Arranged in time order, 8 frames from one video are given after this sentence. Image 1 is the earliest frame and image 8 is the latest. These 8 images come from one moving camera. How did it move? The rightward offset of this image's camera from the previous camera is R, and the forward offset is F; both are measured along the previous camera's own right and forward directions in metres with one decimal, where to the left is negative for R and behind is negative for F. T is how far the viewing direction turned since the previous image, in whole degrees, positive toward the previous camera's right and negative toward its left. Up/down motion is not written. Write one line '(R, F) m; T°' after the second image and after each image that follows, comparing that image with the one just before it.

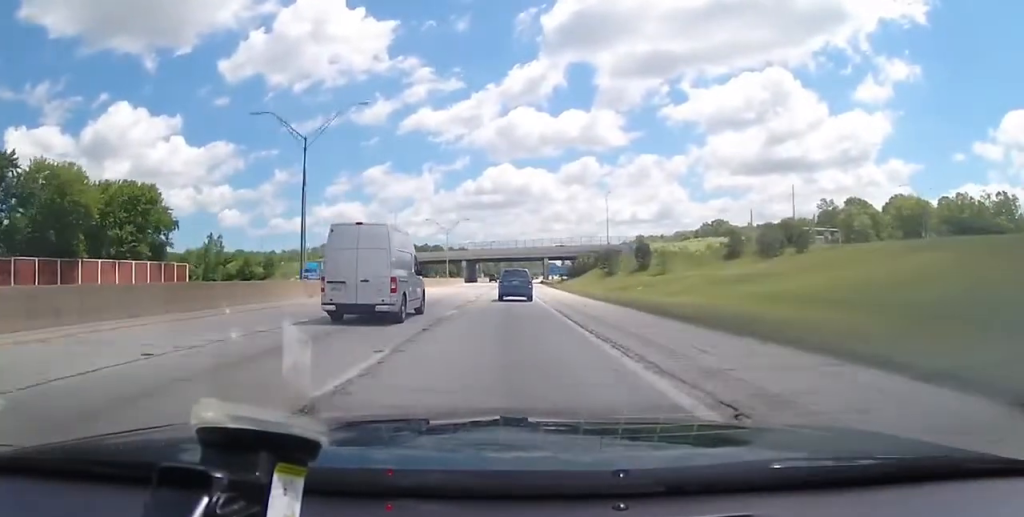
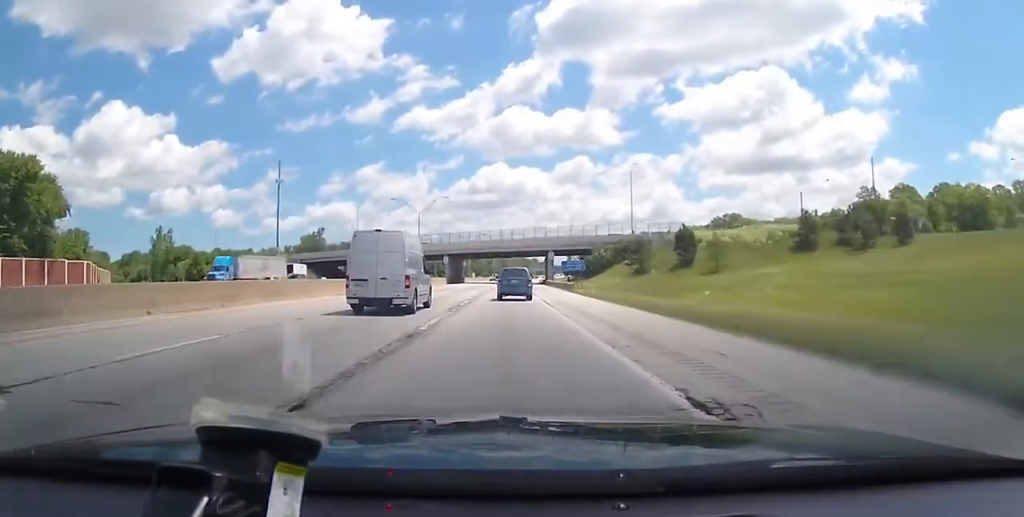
(-0.1, +29.0) m; 0°
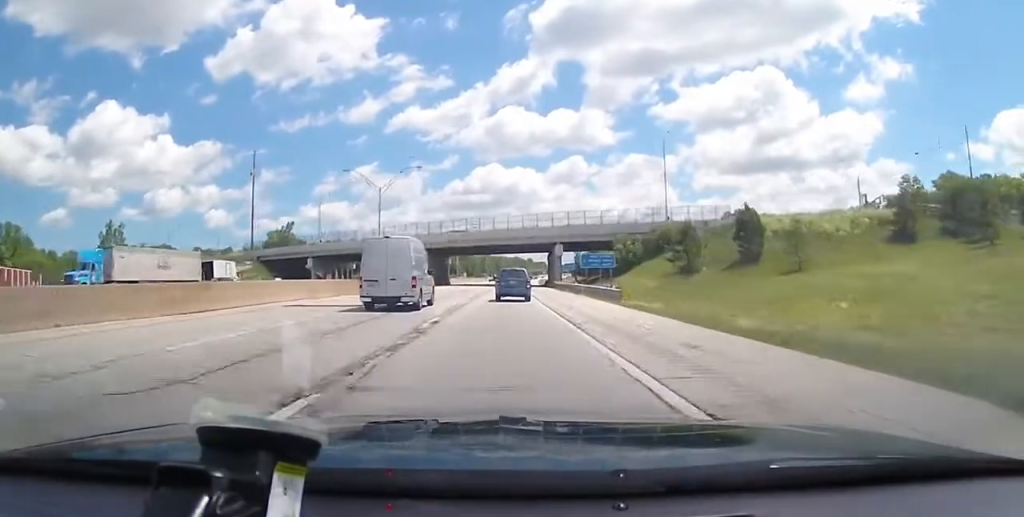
(0.0, +23.3) m; +1°
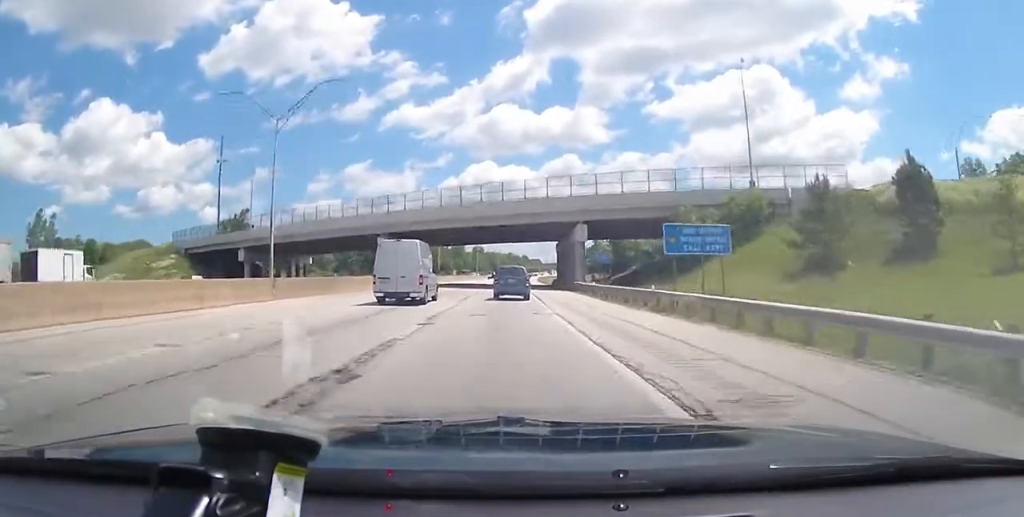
(+0.2, +27.2) m; +1°
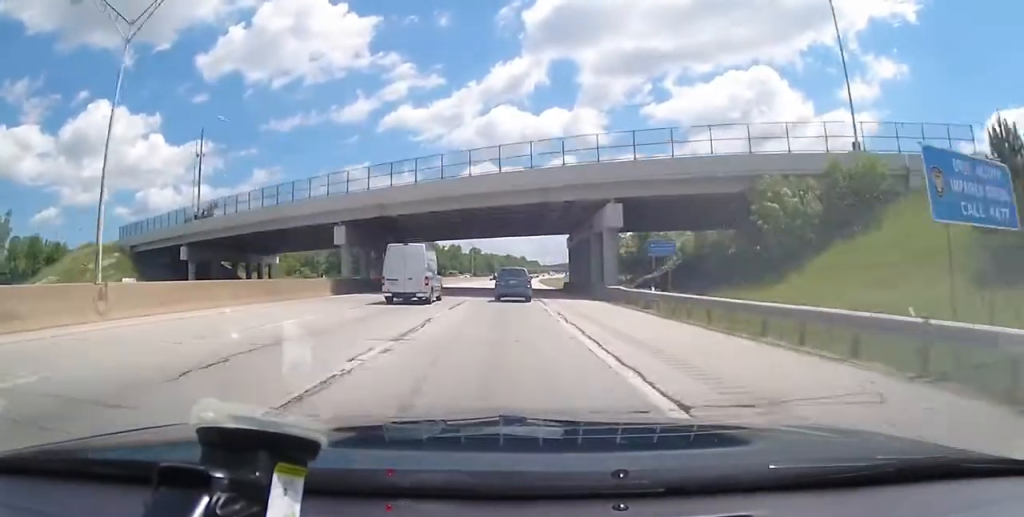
(+0.2, +15.5) m; +1°
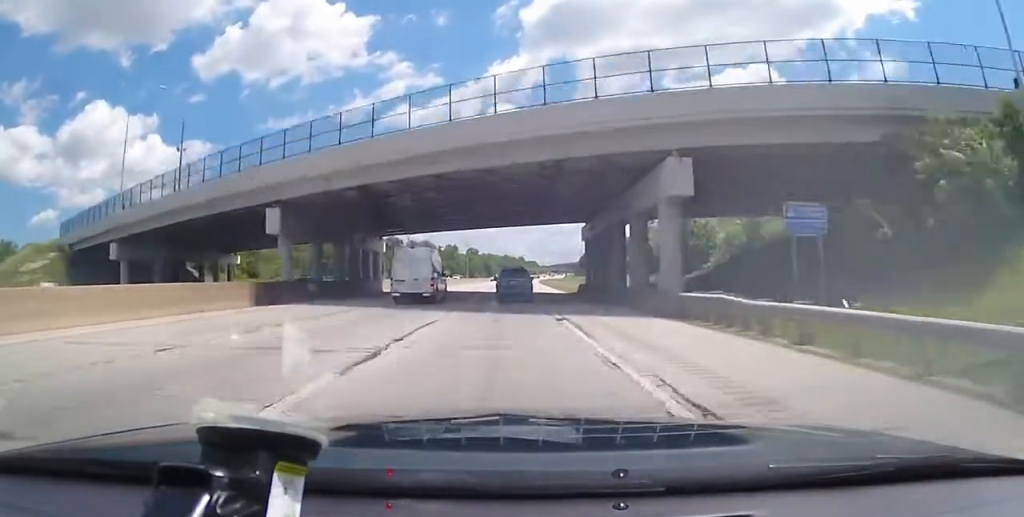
(+0.1, +13.6) m; 0°
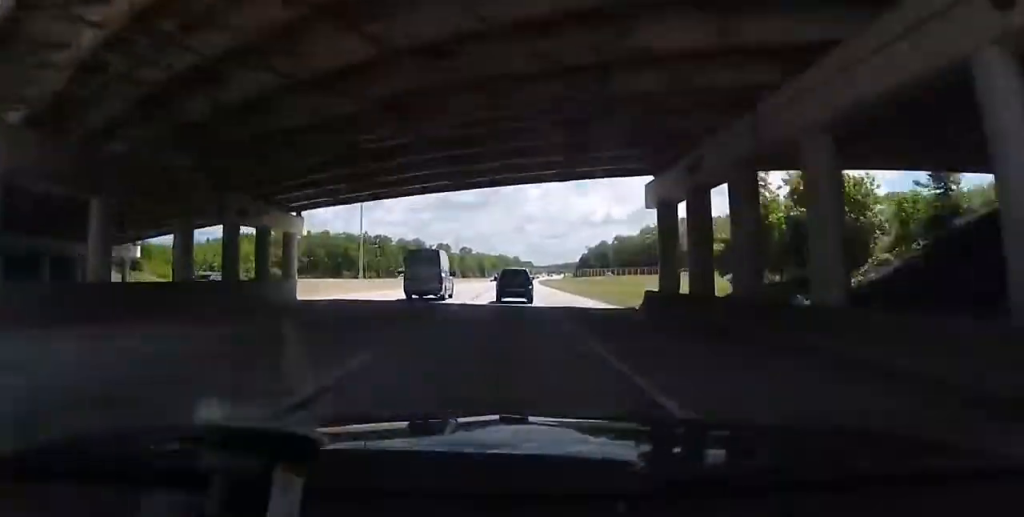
(0.0, +23.2) m; 0°
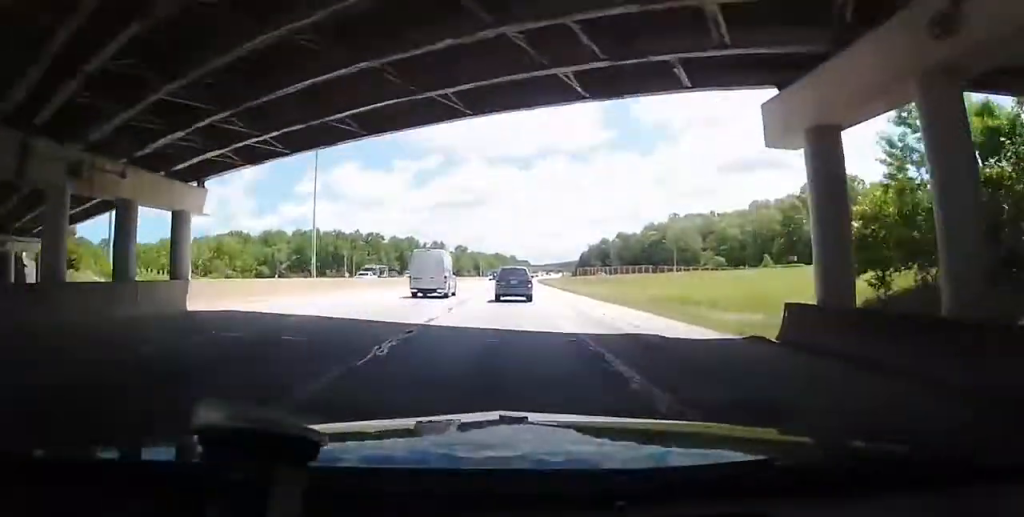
(0.0, +12.5) m; 0°
